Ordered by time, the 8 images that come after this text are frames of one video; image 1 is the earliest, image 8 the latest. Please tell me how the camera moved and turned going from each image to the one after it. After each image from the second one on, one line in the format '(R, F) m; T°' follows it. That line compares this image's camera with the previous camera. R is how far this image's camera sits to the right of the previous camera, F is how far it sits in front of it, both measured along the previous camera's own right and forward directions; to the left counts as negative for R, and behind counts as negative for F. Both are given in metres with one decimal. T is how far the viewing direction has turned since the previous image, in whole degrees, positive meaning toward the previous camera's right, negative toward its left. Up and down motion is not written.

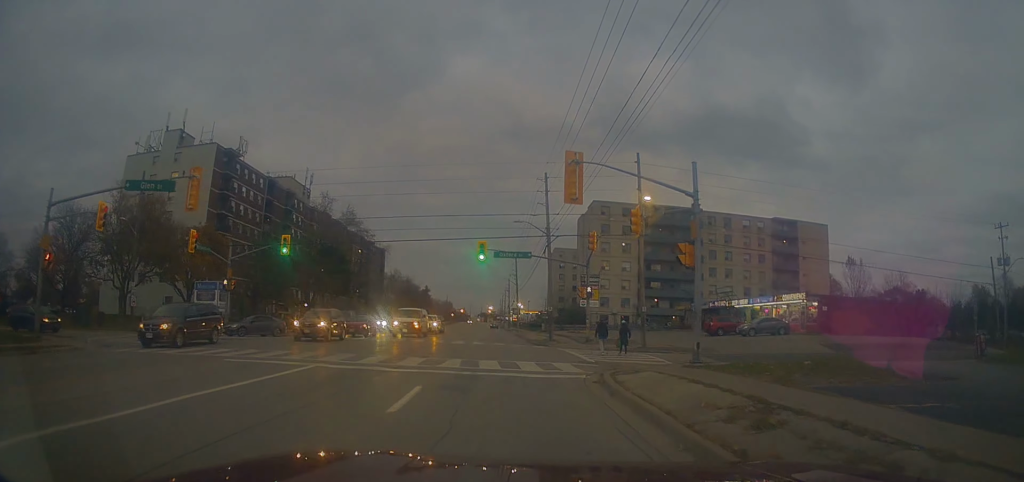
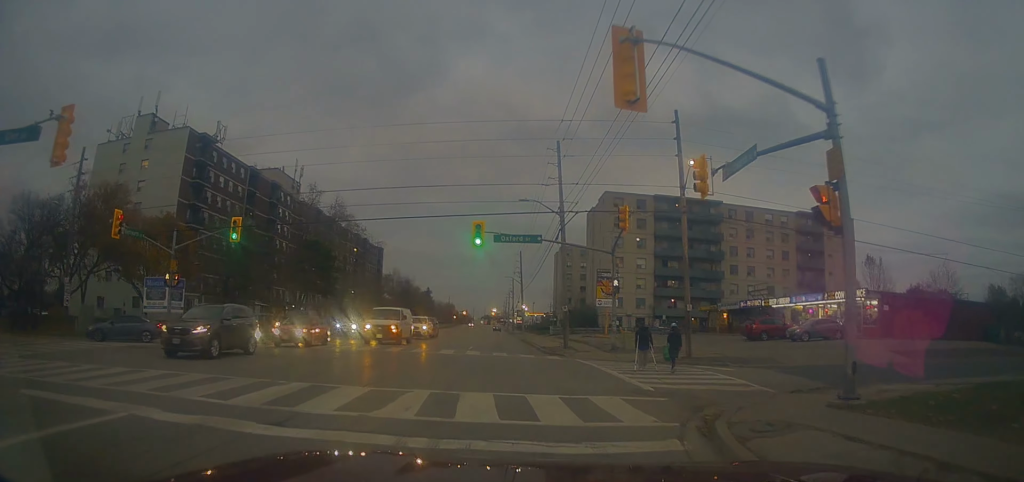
(-0.3, +8.1) m; -3°
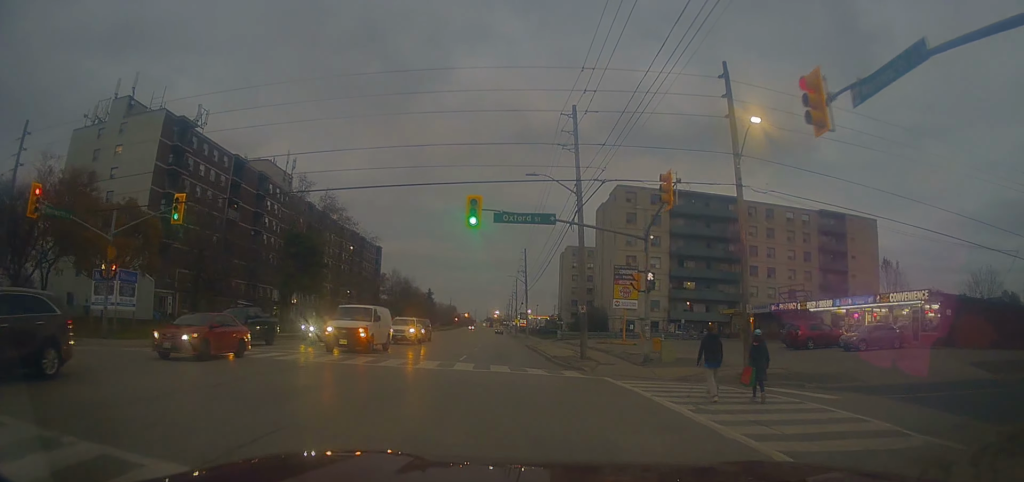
(-0.1, +6.6) m; 0°
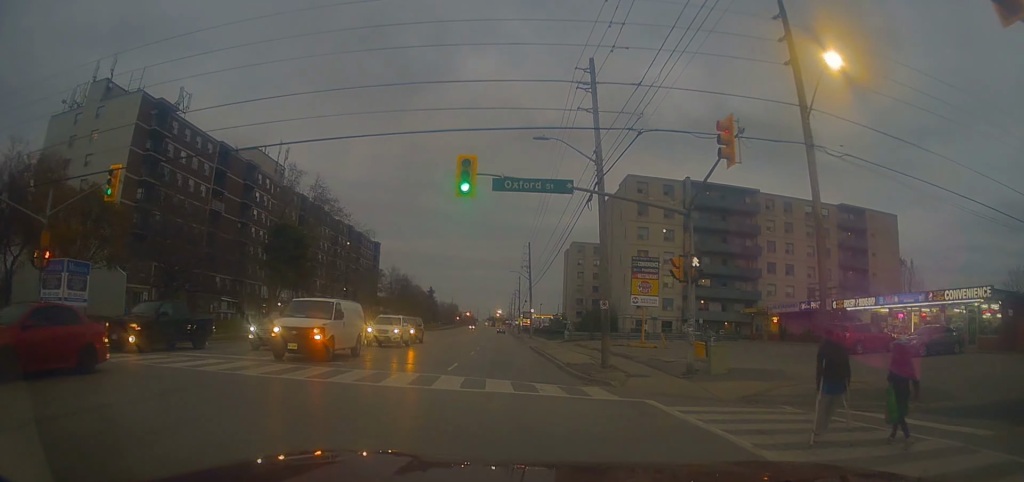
(-0.1, +5.4) m; 0°
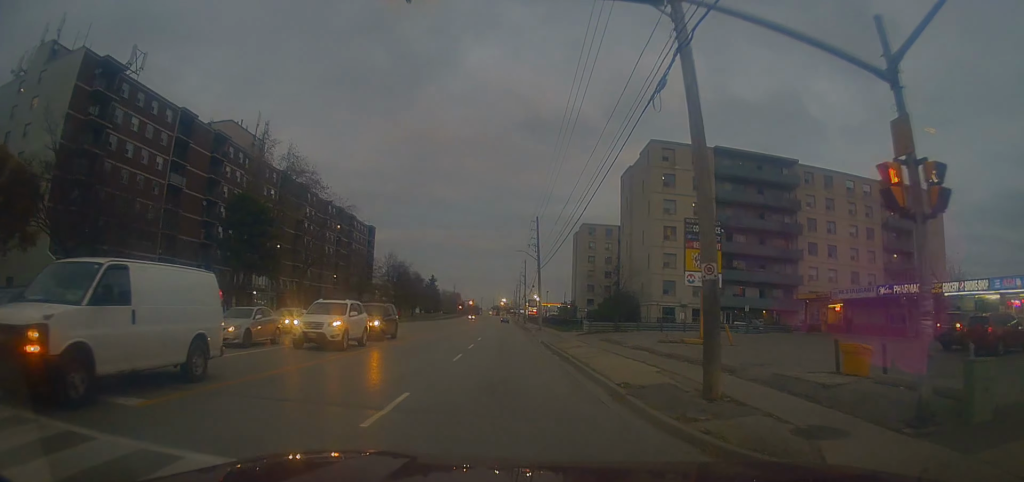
(+0.2, +10.8) m; -1°
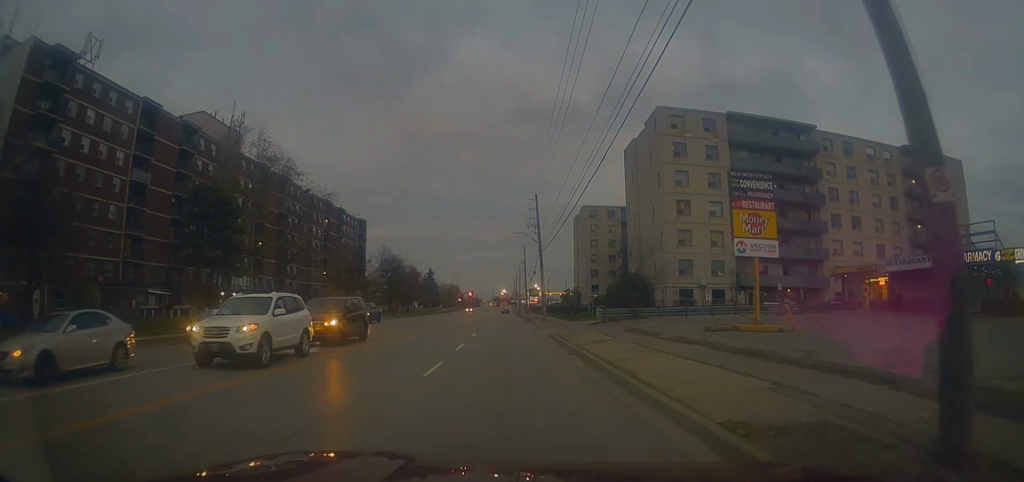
(+0.1, +6.3) m; 0°
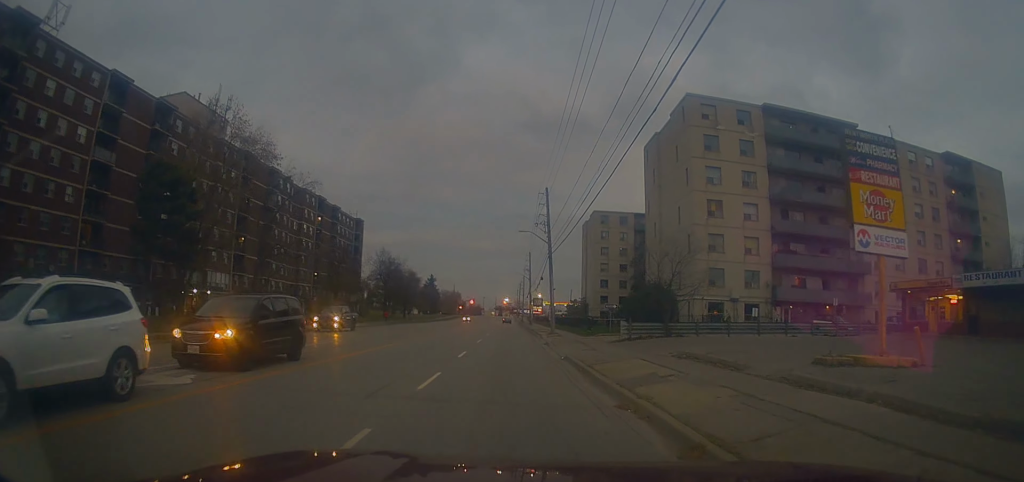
(-0.4, +7.5) m; 0°
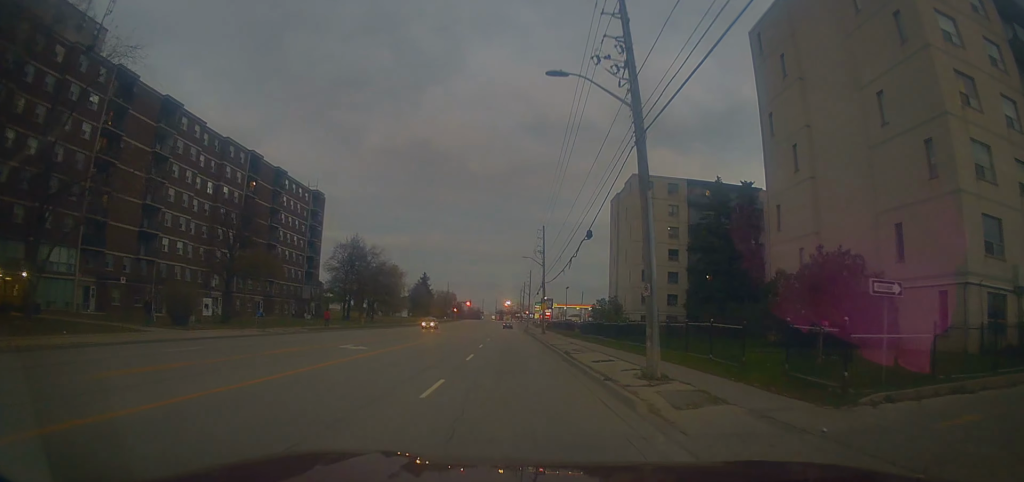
(+0.3, +31.2) m; -1°
